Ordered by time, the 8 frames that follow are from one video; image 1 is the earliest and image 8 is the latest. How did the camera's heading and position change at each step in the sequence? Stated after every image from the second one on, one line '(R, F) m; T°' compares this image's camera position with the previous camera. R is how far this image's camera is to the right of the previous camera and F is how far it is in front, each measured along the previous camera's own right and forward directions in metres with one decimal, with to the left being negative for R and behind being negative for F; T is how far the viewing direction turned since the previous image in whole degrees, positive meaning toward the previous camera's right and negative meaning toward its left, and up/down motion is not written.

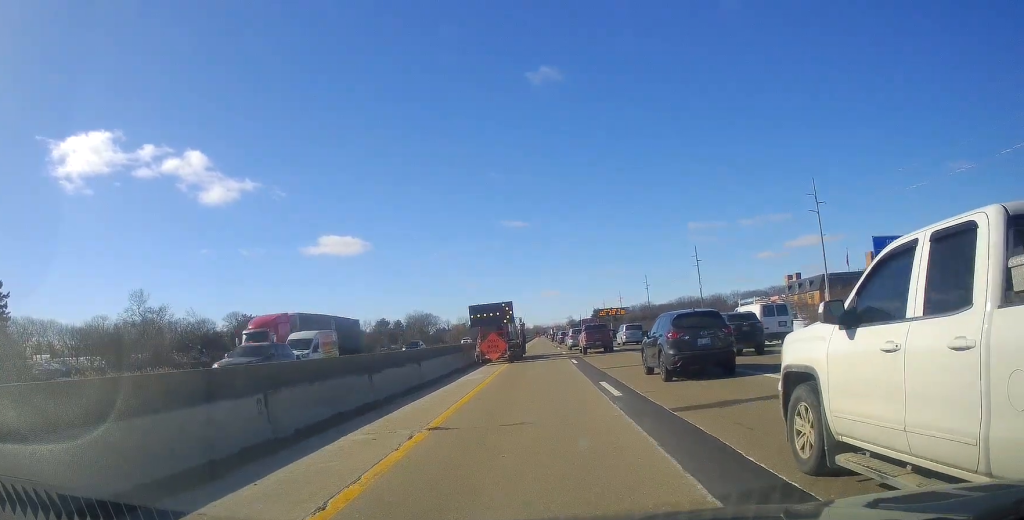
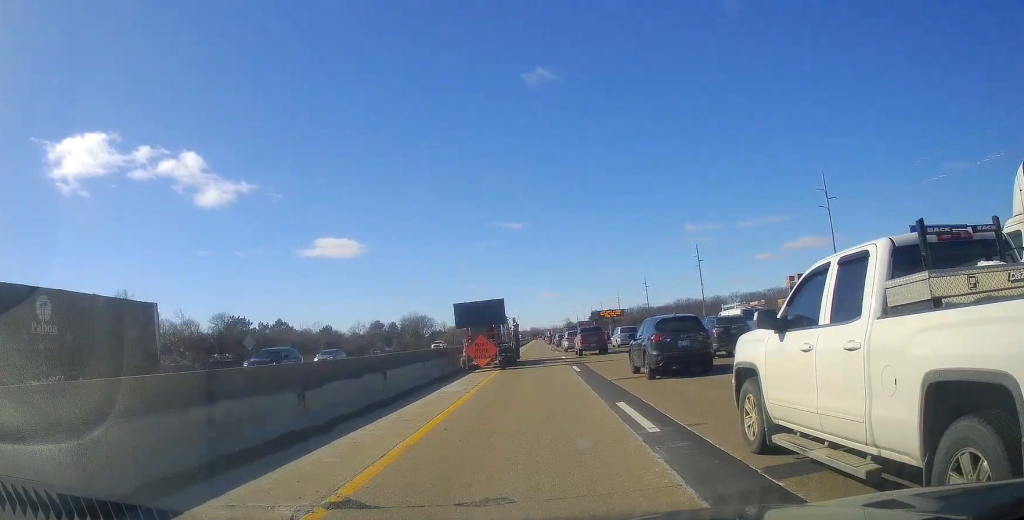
(+0.1, +4.3) m; +2°
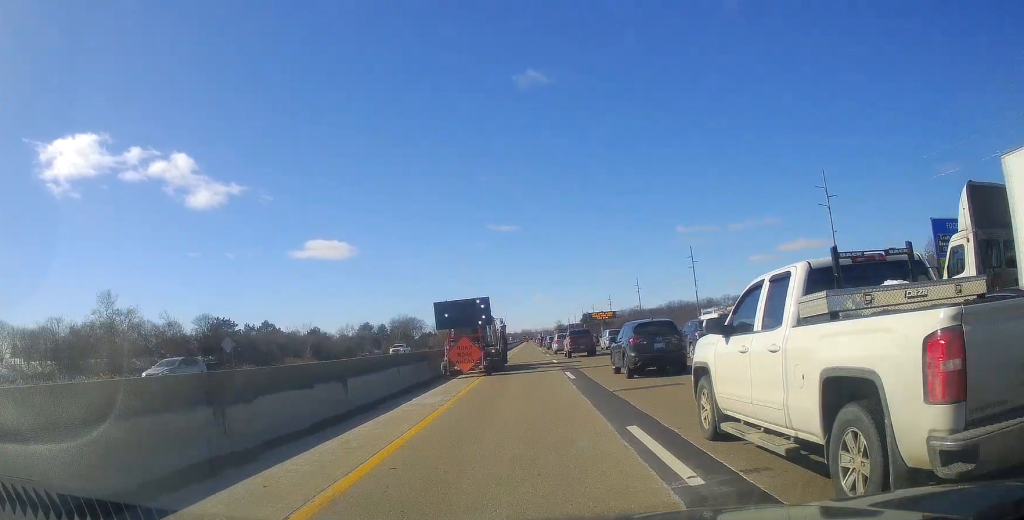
(0.0, +3.0) m; +2°
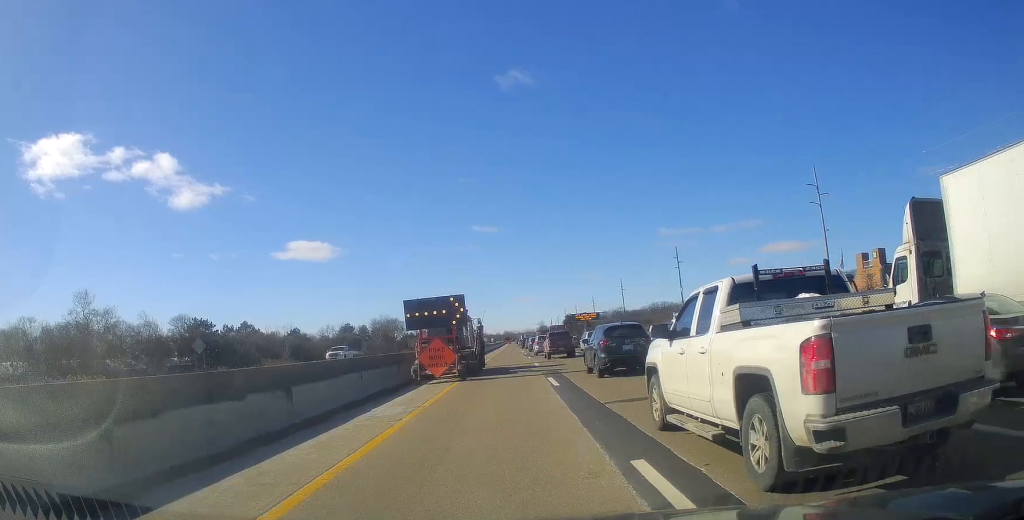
(-0.1, +2.7) m; +4°
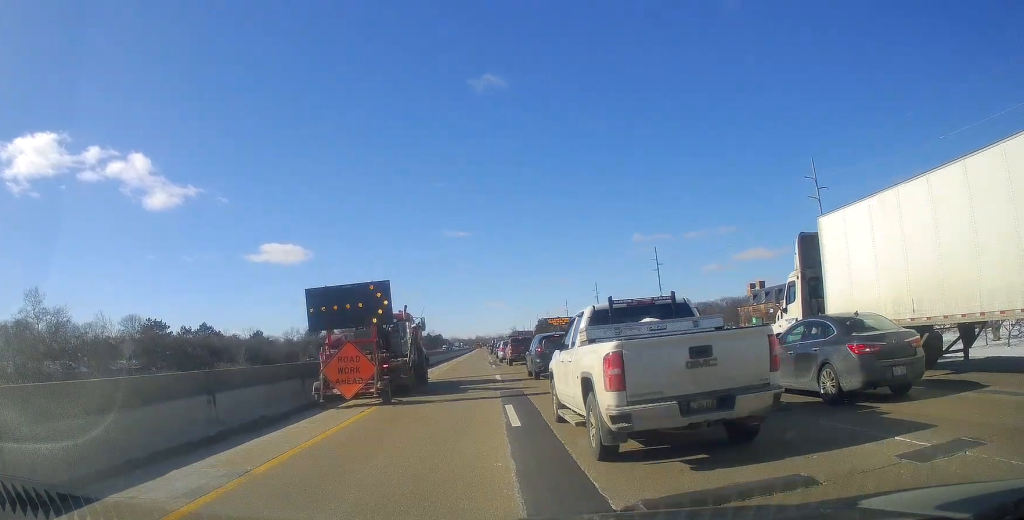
(+0.4, +8.2) m; 0°
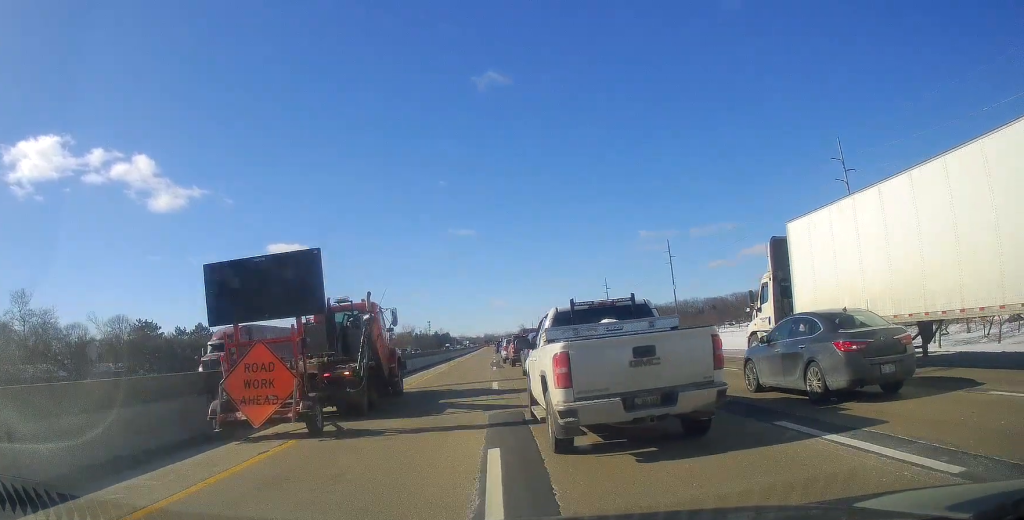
(-0.2, +6.1) m; -3°
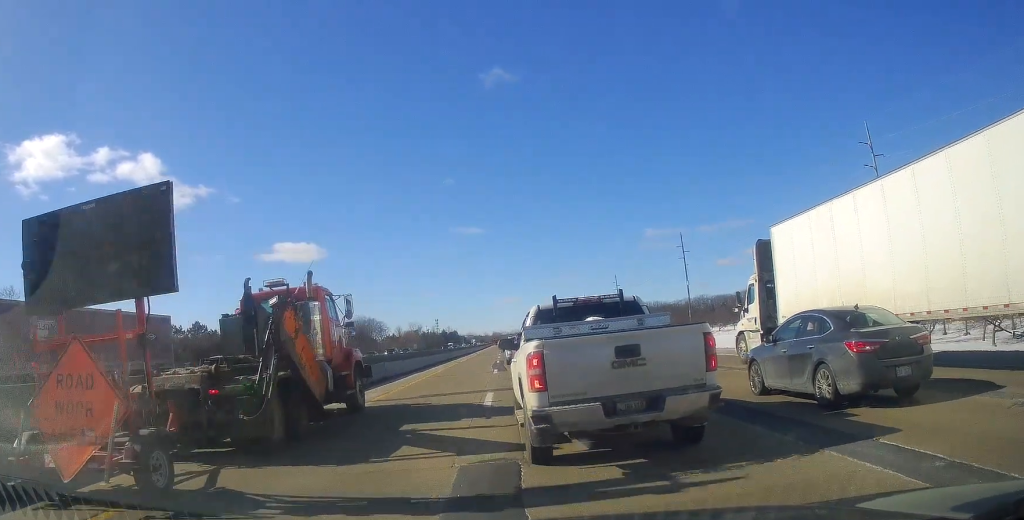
(-0.1, +4.7) m; -2°
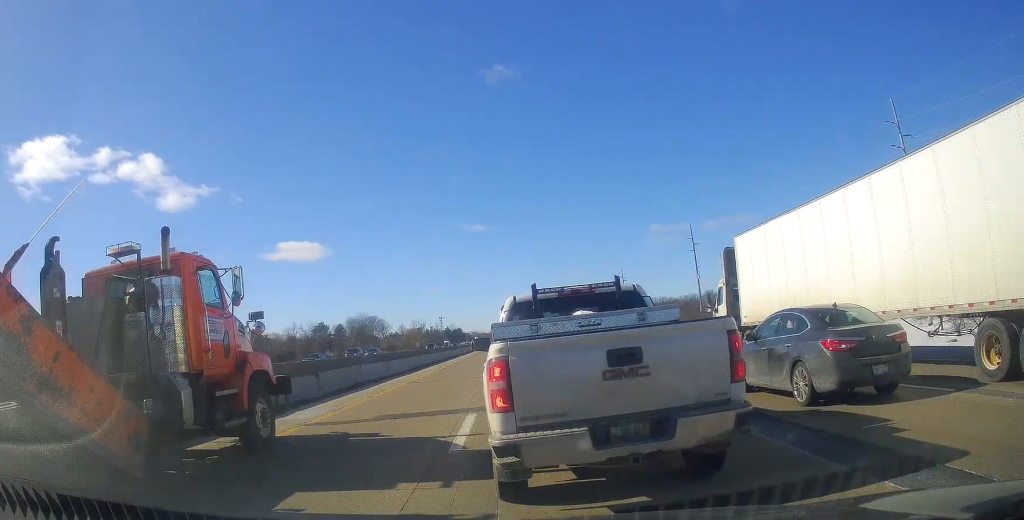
(-0.1, +4.1) m; -1°
